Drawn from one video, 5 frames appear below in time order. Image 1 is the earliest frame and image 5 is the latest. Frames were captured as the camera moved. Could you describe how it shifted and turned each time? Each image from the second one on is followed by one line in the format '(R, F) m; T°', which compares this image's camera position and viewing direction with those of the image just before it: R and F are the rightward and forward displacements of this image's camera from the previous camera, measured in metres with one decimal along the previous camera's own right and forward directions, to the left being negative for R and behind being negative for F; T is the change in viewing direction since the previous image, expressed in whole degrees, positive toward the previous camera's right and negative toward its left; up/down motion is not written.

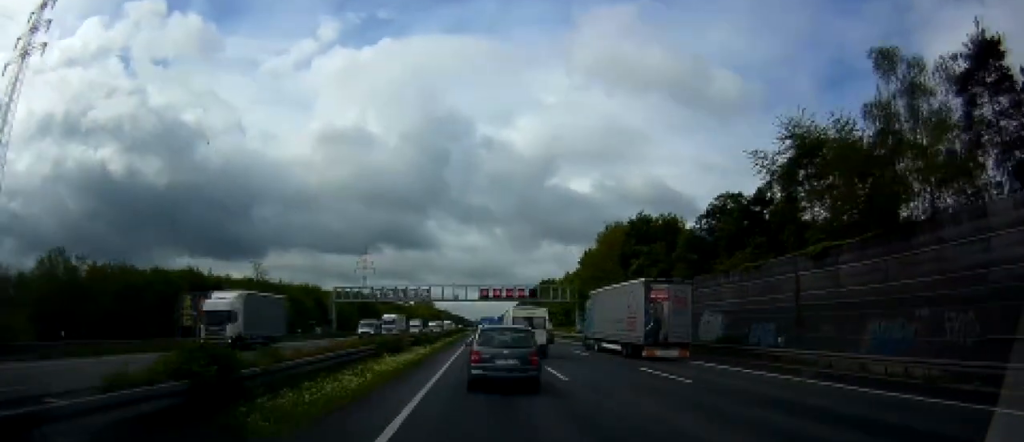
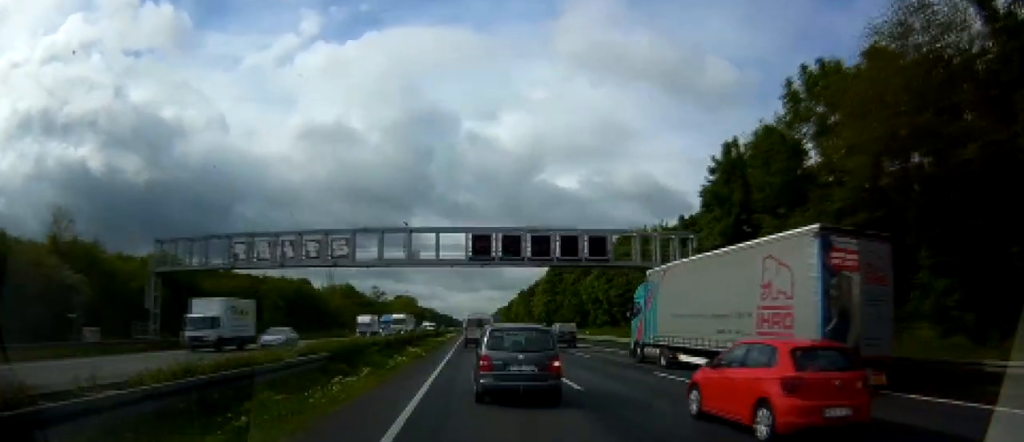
(-0.1, +56.8) m; 0°
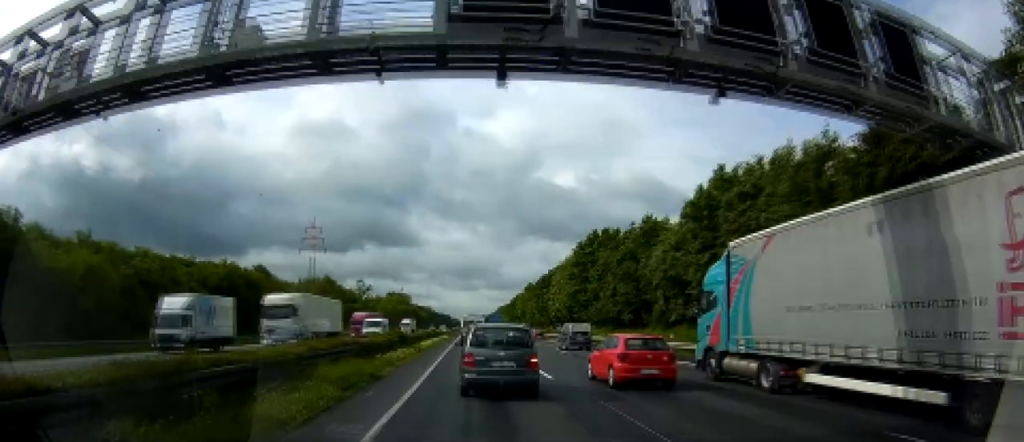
(+0.1, +31.3) m; 0°
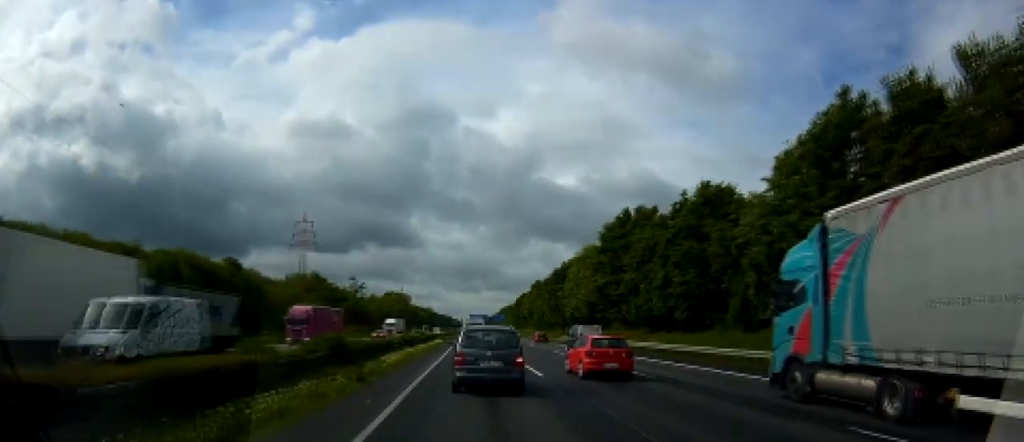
(0.0, +16.6) m; 0°
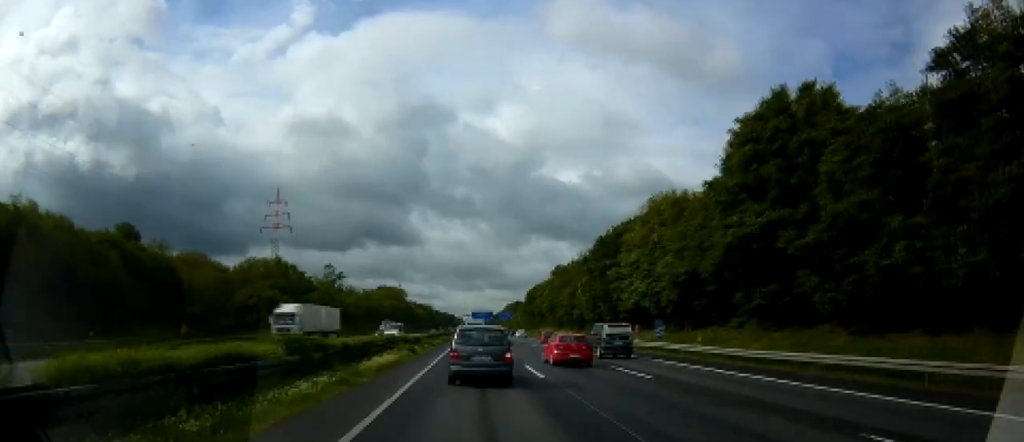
(+0.2, +33.1) m; +1°
